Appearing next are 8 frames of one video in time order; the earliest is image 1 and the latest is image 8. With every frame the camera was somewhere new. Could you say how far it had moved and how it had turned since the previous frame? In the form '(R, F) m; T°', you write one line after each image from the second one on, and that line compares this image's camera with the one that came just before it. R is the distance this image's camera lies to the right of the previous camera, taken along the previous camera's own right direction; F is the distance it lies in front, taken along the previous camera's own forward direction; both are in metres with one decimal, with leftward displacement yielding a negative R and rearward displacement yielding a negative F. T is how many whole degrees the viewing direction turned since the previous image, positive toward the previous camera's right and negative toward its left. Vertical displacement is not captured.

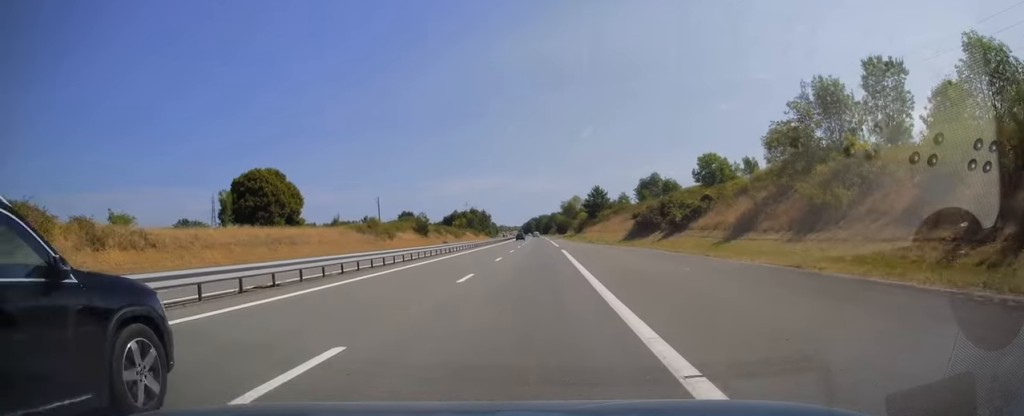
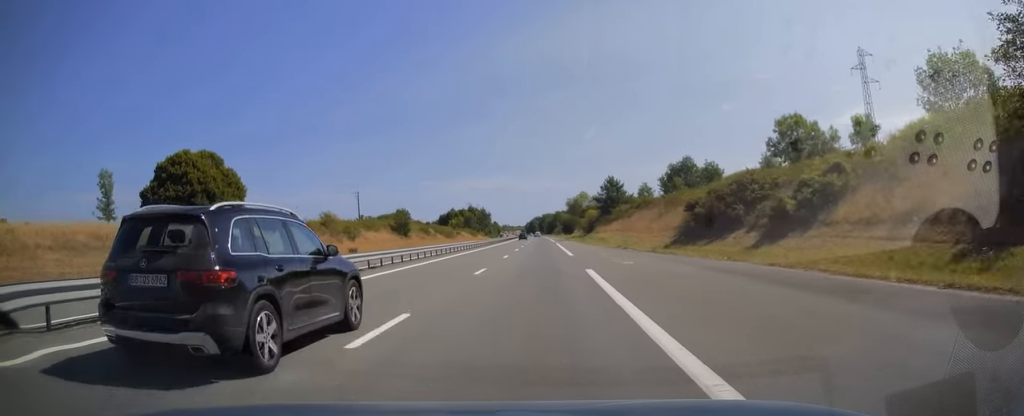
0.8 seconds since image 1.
(0.0, +23.0) m; 0°
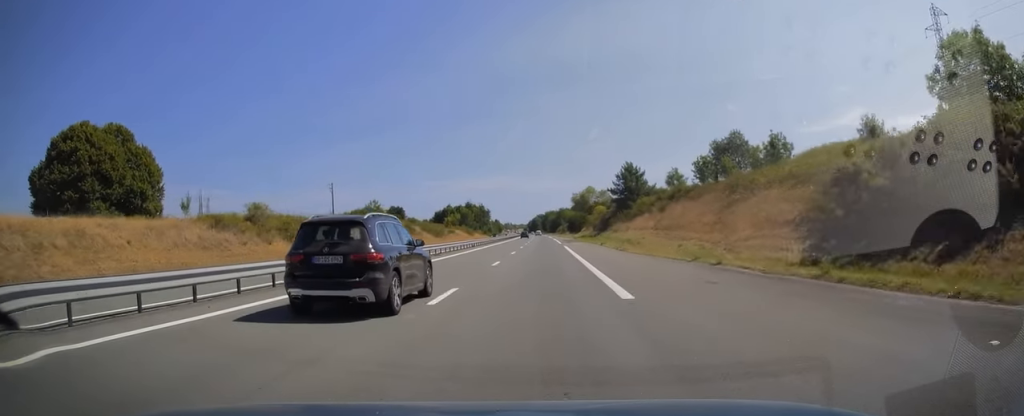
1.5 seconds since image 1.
(-0.1, +21.5) m; -1°
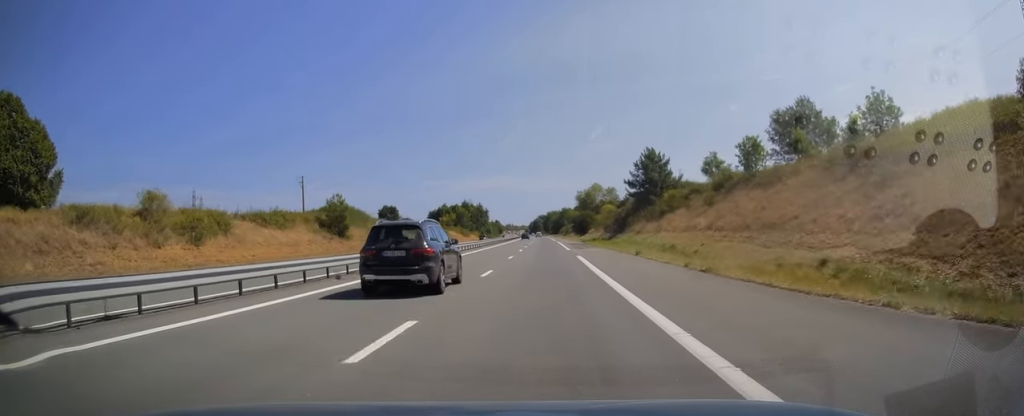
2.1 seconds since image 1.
(-0.1, +18.2) m; 0°
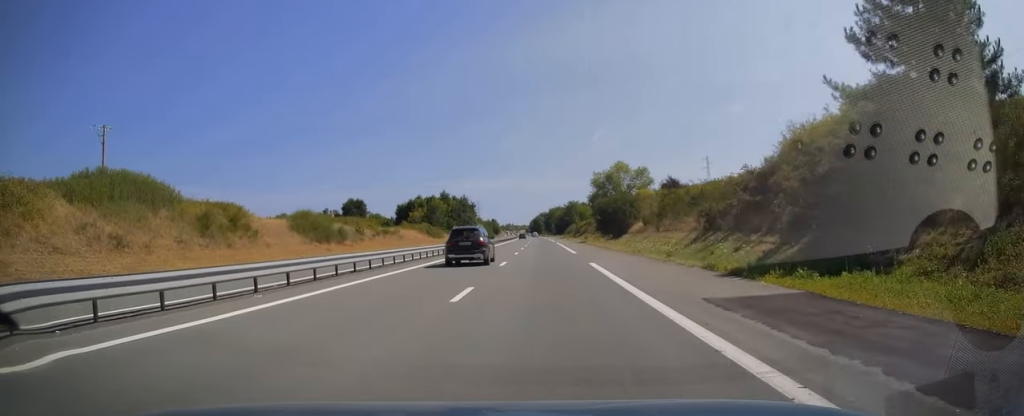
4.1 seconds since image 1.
(-0.1, +59.4) m; 0°
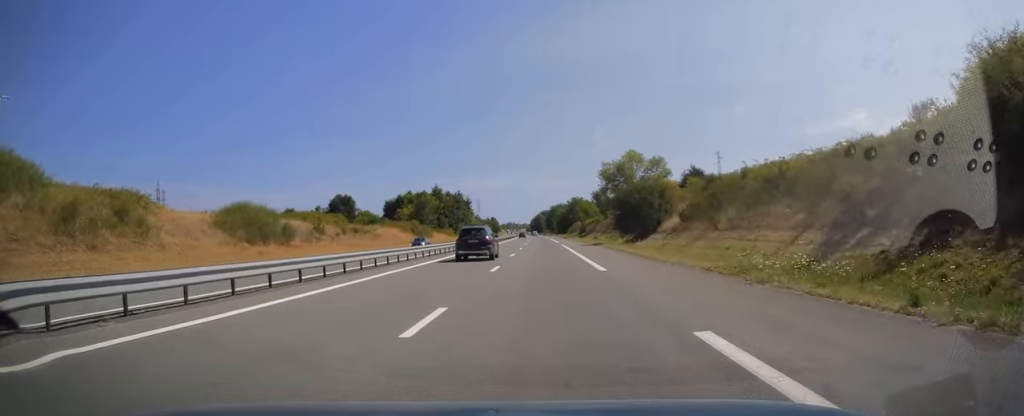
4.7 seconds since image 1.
(0.0, +17.2) m; 0°
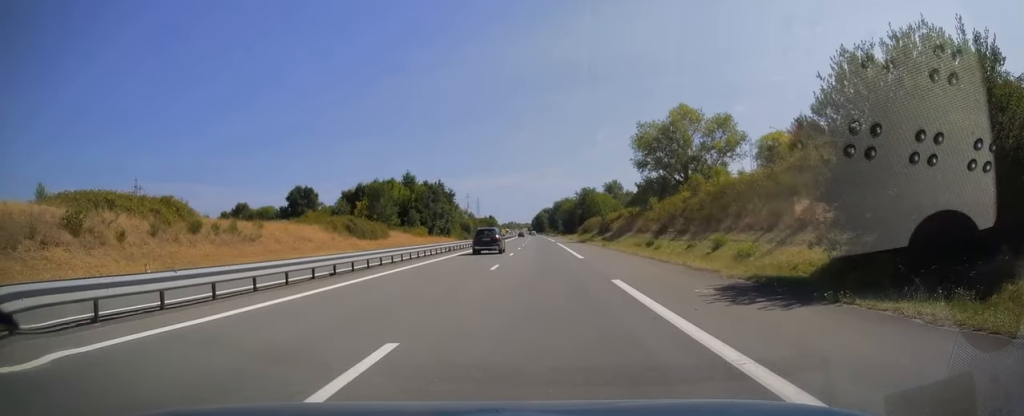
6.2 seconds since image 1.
(0.0, +42.7) m; 0°
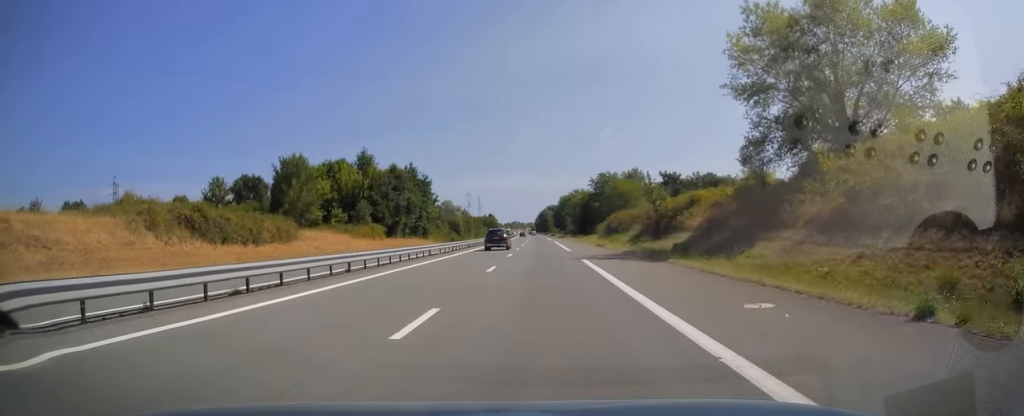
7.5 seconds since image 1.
(-0.2, +40.3) m; -1°
